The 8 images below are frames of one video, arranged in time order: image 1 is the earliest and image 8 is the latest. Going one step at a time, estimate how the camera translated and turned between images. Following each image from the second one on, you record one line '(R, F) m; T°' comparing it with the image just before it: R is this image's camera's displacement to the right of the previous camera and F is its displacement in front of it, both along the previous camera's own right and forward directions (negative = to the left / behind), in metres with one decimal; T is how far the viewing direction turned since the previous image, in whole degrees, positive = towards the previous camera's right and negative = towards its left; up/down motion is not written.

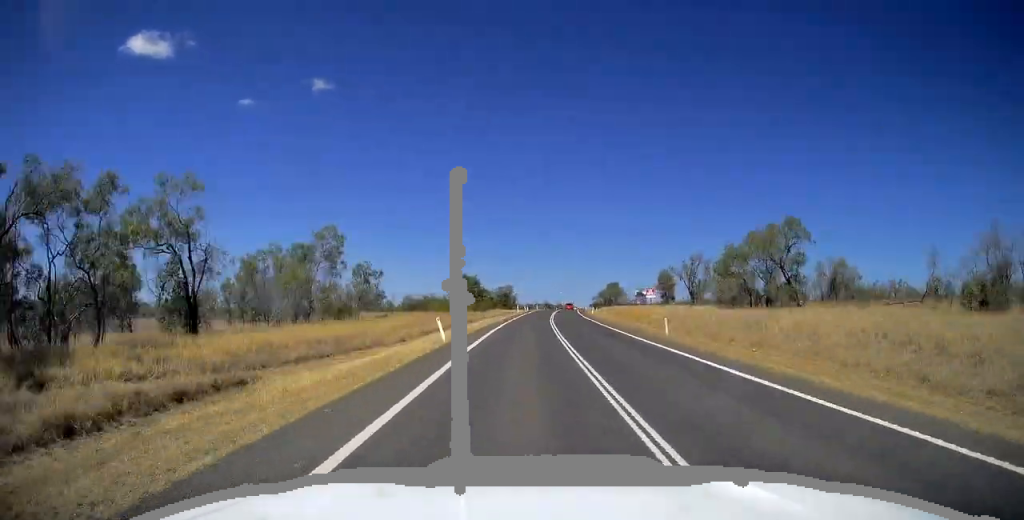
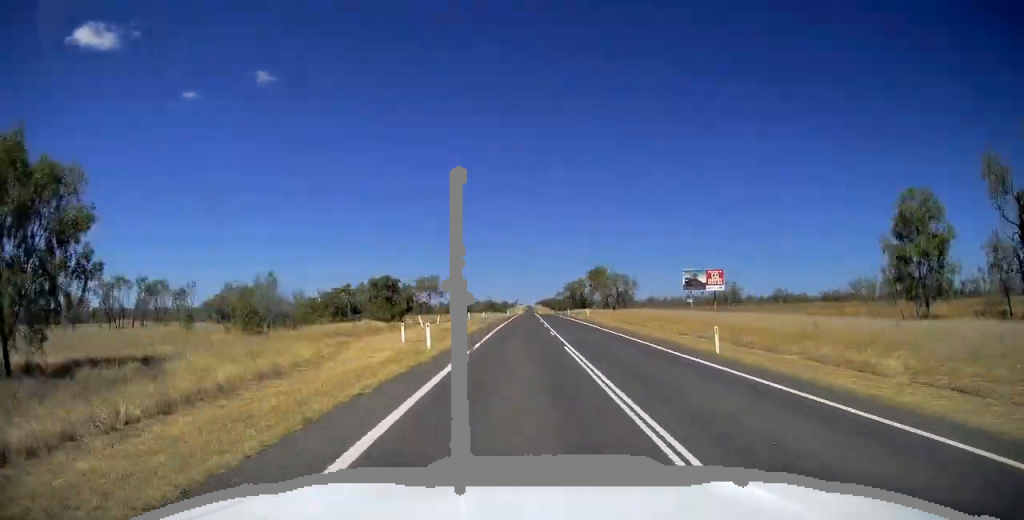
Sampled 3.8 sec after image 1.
(+6.4, +107.3) m; +2°
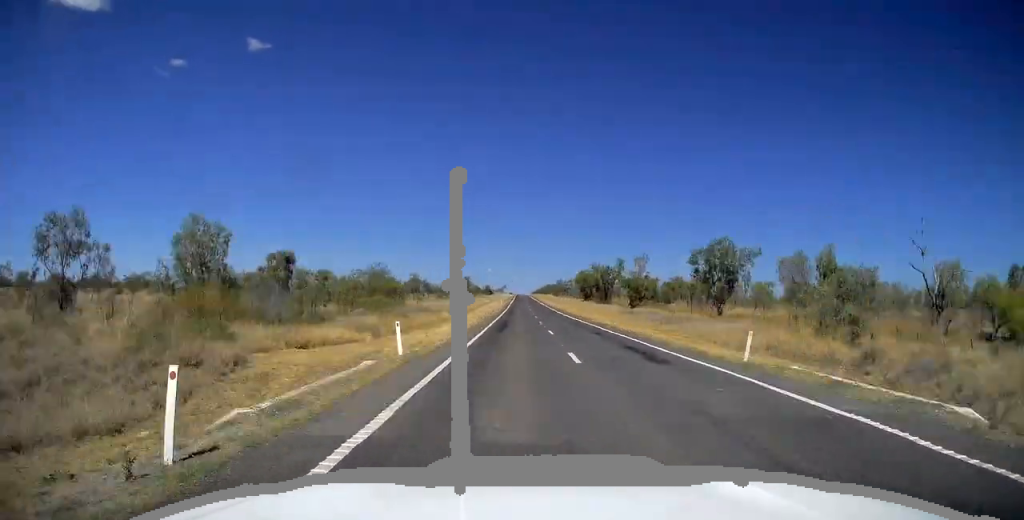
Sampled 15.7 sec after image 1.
(+10.0, +331.2) m; +2°
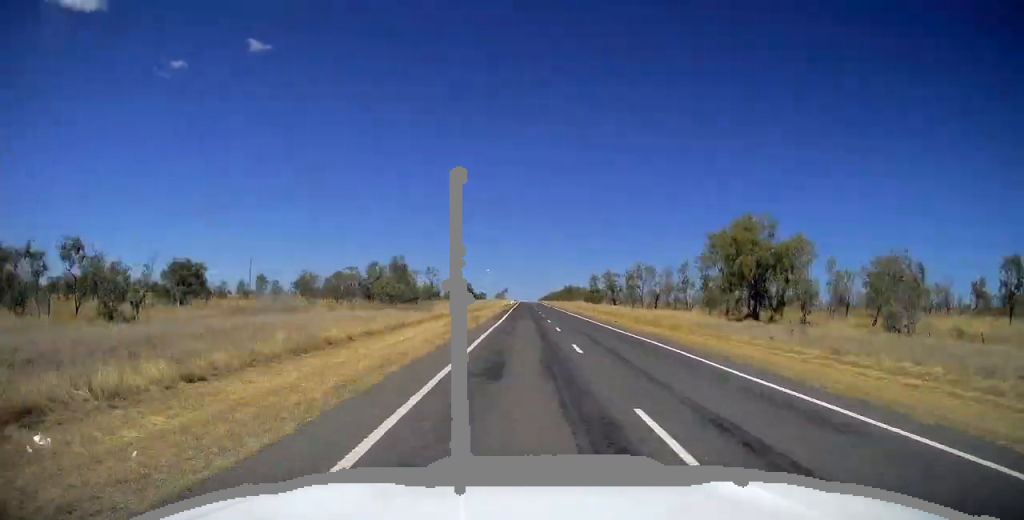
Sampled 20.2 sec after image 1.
(-0.6, +125.3) m; 0°
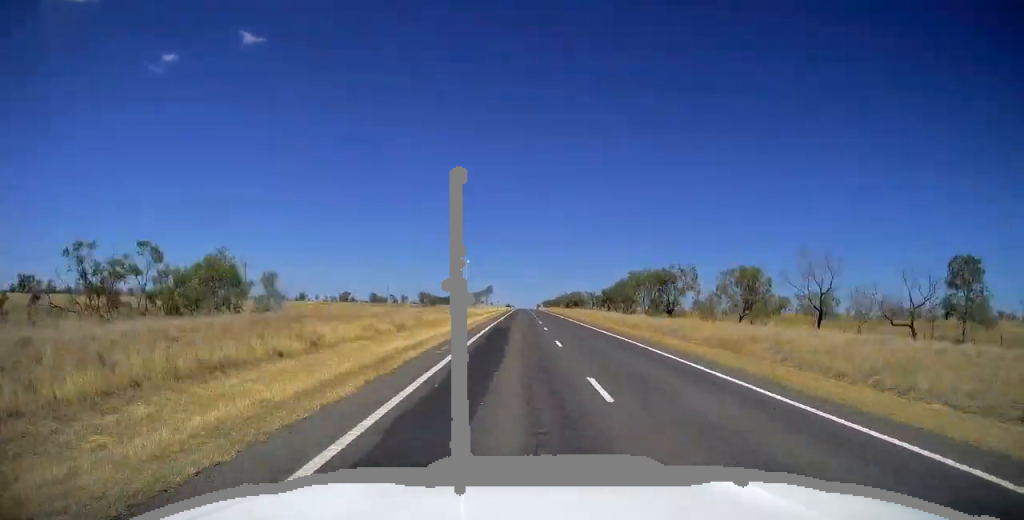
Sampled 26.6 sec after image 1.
(+0.2, +179.0) m; 0°
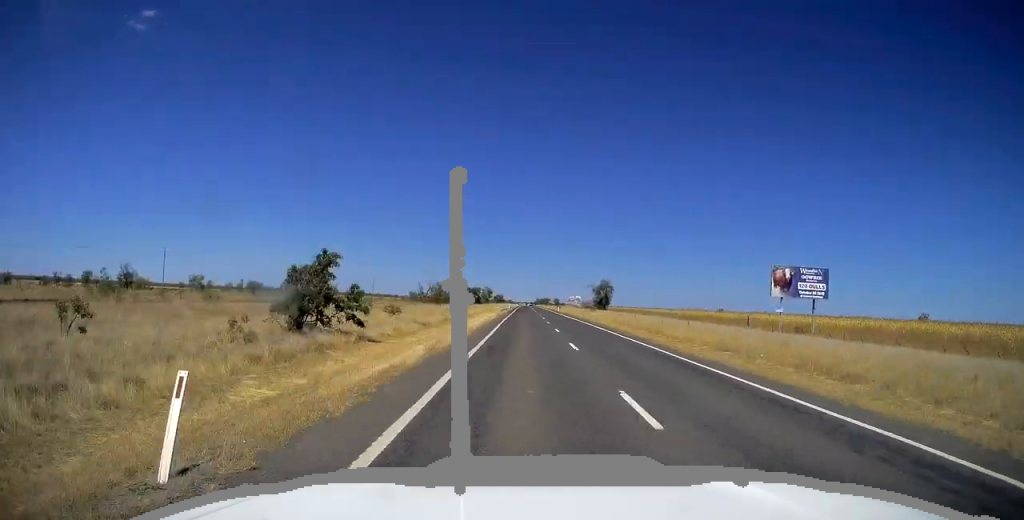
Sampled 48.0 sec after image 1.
(-1.2, +600.2) m; 0°
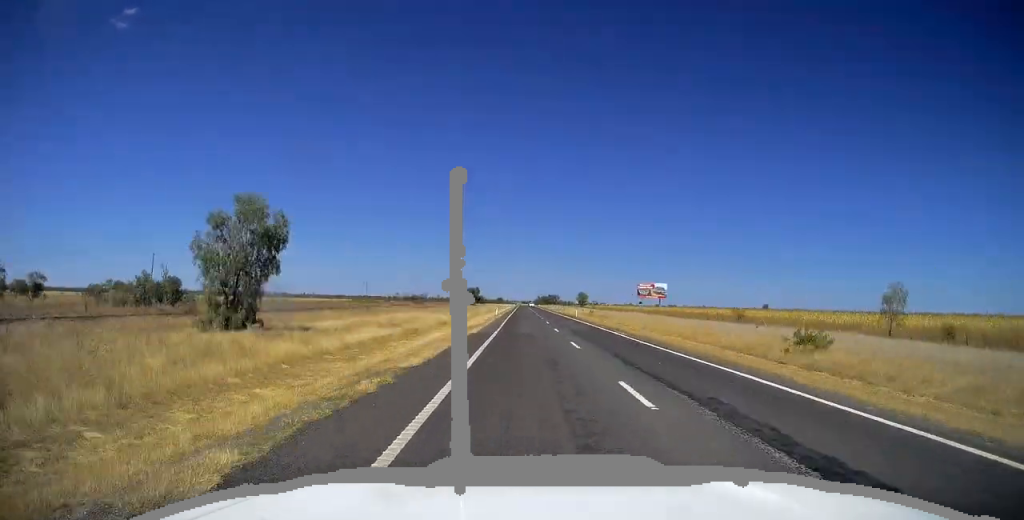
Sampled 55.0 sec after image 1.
(-0.2, +197.2) m; 0°
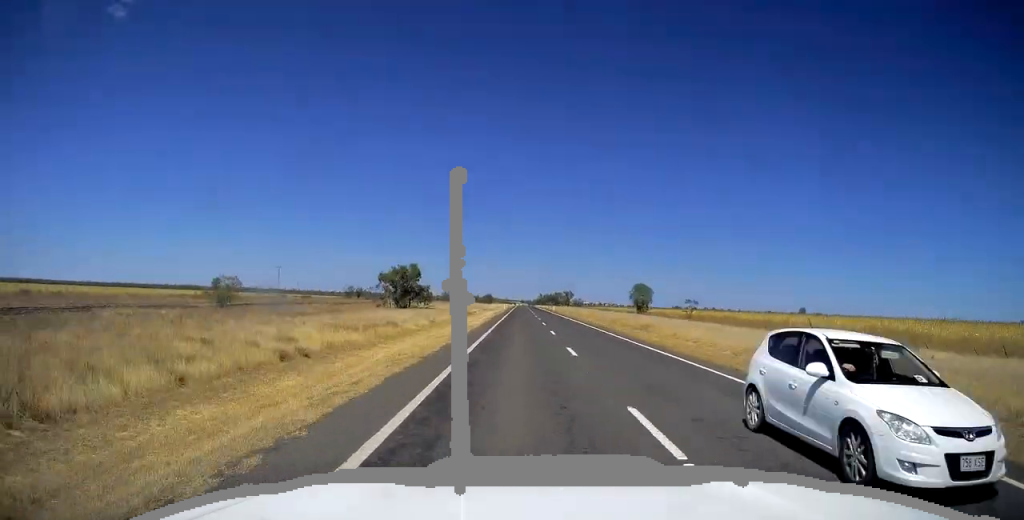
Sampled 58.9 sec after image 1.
(+0.3, +107.6) m; 0°
